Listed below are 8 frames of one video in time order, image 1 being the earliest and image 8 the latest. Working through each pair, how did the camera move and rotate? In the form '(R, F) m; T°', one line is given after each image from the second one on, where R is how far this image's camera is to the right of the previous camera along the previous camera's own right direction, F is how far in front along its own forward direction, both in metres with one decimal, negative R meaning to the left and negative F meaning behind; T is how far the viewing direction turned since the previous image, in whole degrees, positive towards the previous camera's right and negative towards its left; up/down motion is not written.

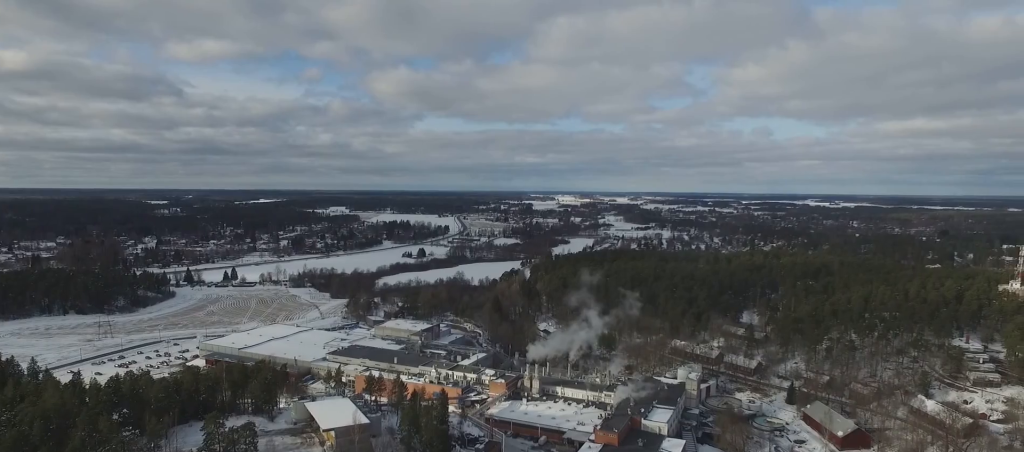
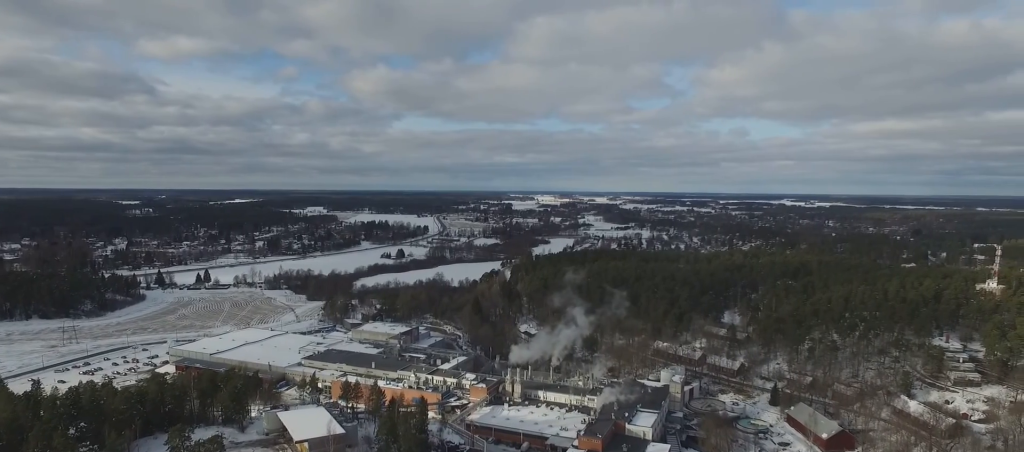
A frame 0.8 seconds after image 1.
(+0.1, +6.1) m; +3°
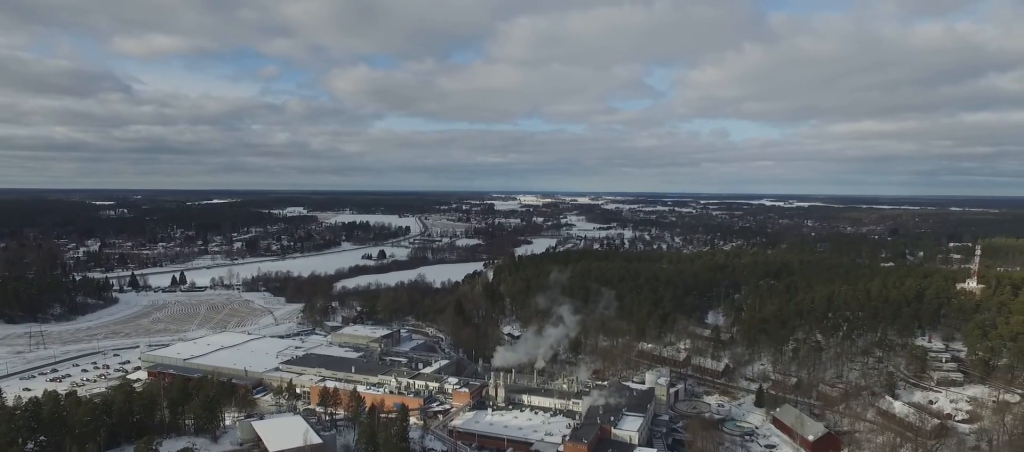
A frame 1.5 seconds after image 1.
(+0.1, +5.2) m; +2°
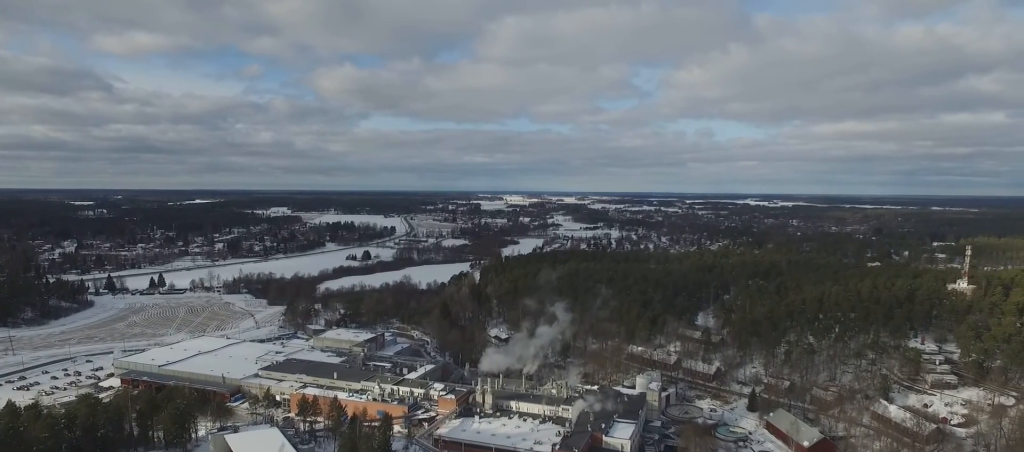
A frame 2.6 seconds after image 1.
(+0.3, +8.3) m; +4°
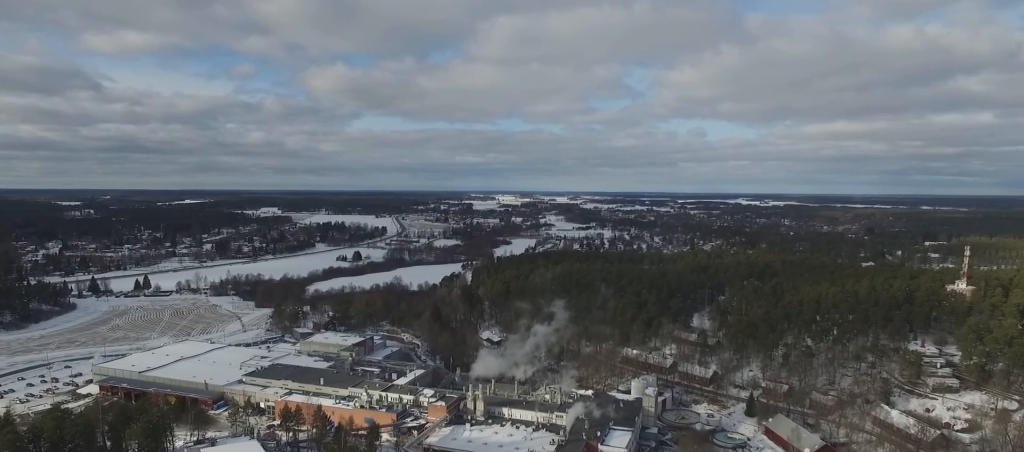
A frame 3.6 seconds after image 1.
(+0.3, +8.3) m; +4°
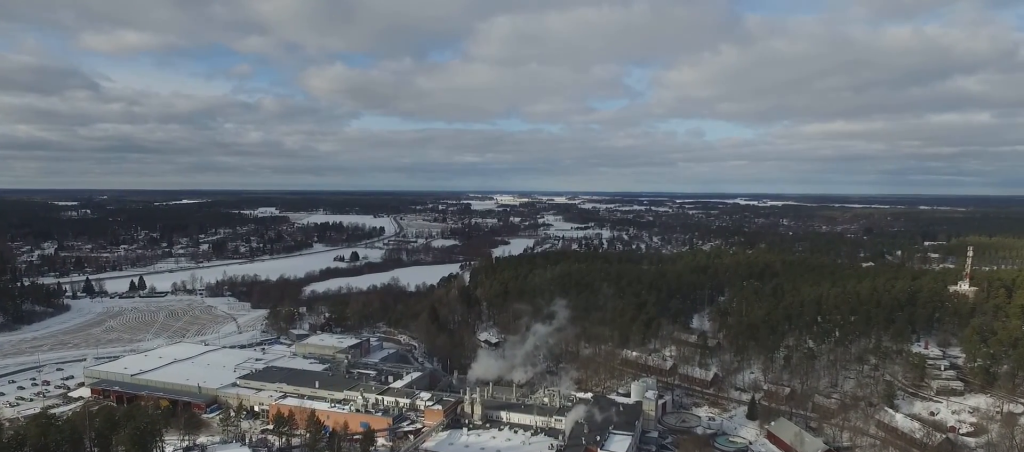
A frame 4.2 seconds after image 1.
(+0.1, +4.2) m; +1°
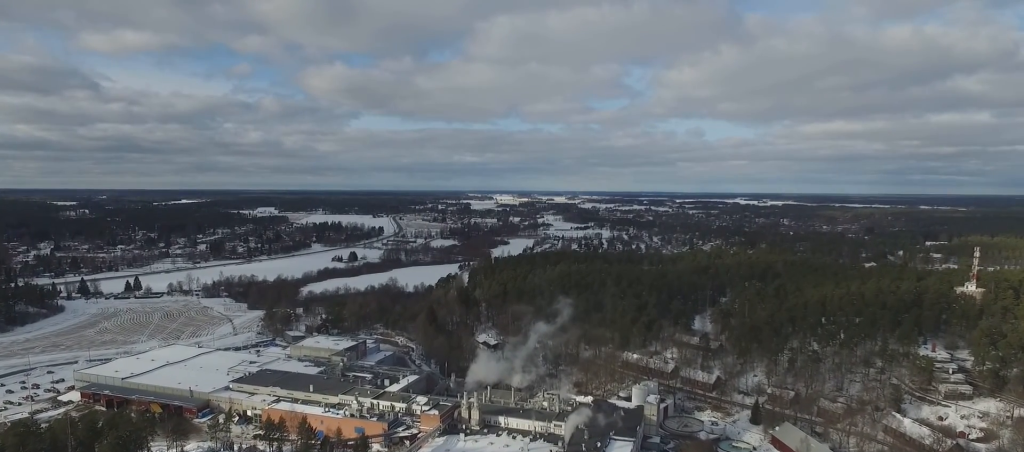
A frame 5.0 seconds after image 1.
(+0.1, +5.9) m; +1°
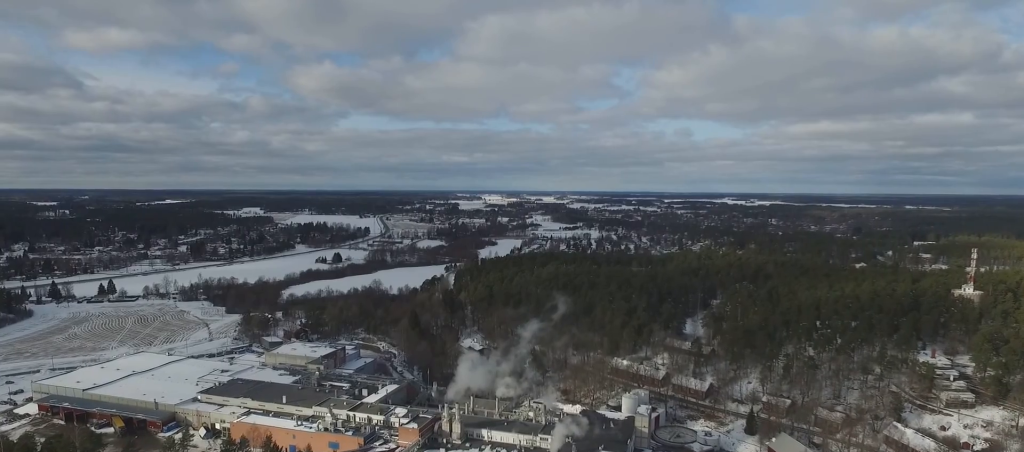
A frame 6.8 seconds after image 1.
(+0.1, +12.9) m; 0°
